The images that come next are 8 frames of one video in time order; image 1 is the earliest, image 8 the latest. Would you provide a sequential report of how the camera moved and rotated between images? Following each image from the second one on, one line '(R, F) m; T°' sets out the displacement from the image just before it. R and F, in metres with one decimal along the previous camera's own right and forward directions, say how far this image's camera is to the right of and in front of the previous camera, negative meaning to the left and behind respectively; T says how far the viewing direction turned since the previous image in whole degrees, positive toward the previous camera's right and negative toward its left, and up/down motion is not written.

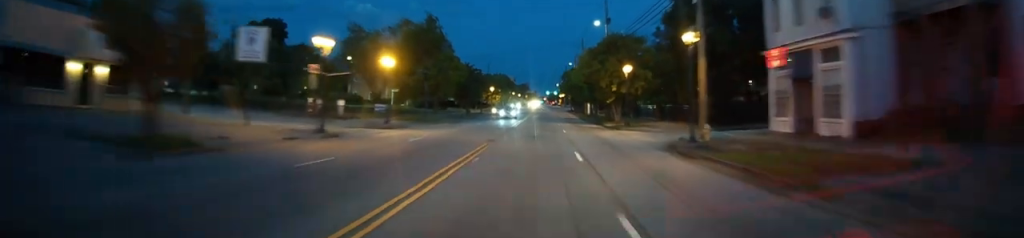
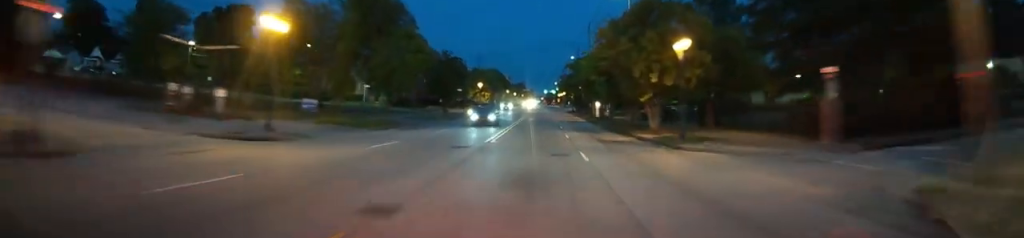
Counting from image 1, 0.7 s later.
(0.0, +18.0) m; 0°
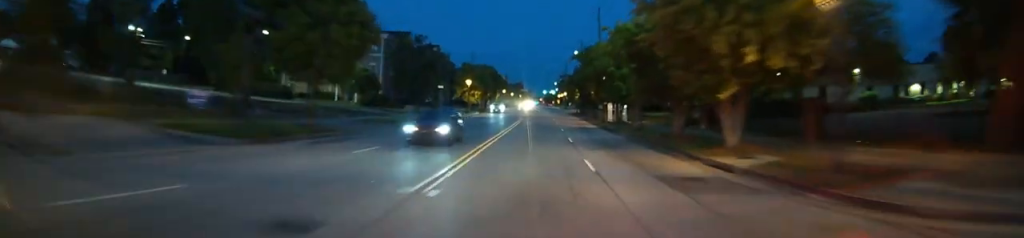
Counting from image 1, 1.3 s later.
(0.0, +14.4) m; 0°
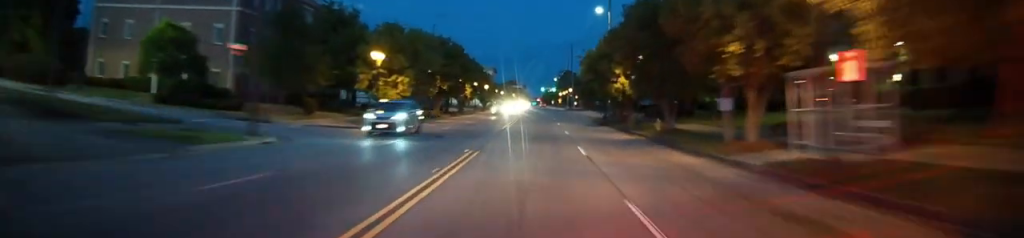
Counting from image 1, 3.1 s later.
(+0.4, +46.9) m; +2°
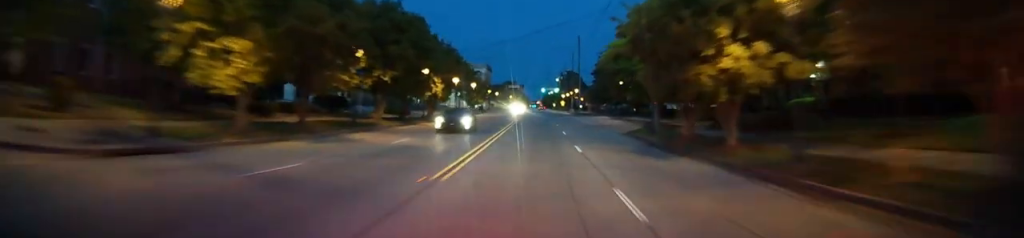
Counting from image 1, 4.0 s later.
(+0.2, +23.1) m; 0°
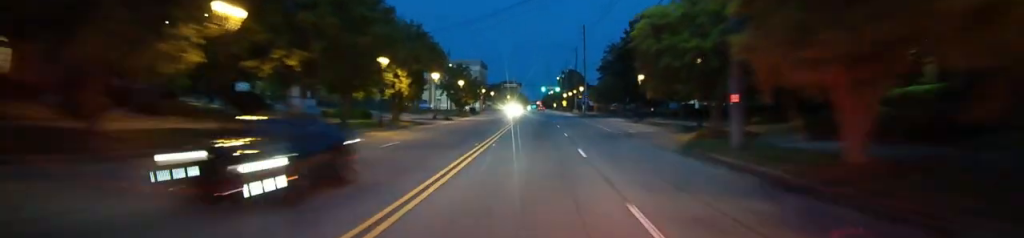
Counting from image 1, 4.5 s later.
(0.0, +13.8) m; 0°
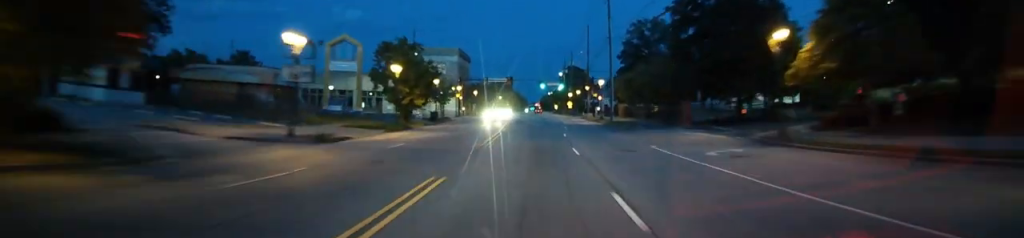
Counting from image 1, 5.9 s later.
(-0.2, +36.1) m; 0°
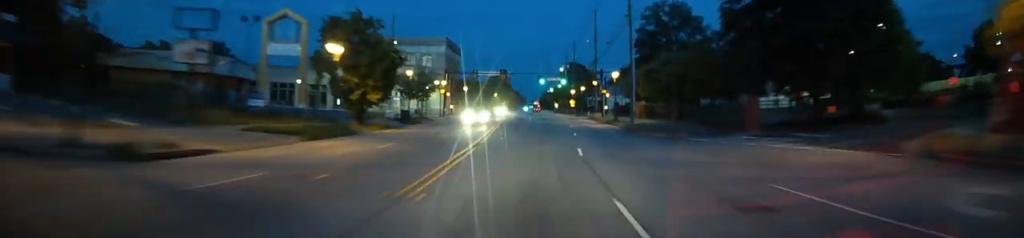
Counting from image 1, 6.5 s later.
(0.0, +13.2) m; 0°
